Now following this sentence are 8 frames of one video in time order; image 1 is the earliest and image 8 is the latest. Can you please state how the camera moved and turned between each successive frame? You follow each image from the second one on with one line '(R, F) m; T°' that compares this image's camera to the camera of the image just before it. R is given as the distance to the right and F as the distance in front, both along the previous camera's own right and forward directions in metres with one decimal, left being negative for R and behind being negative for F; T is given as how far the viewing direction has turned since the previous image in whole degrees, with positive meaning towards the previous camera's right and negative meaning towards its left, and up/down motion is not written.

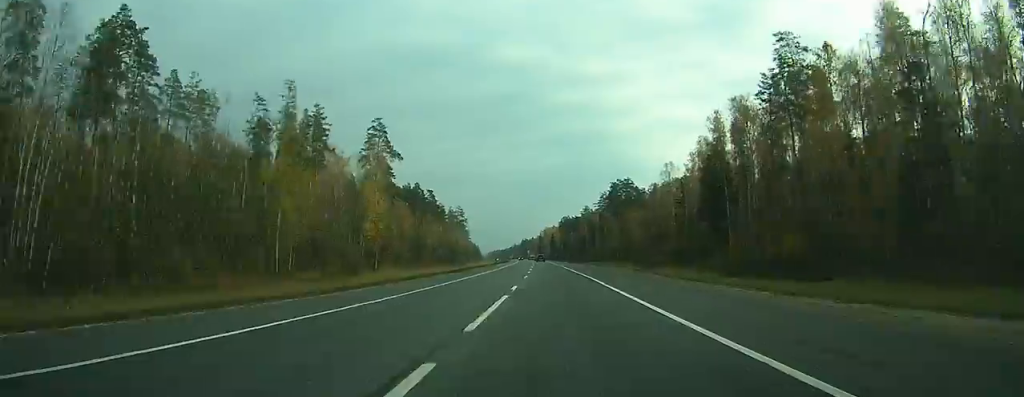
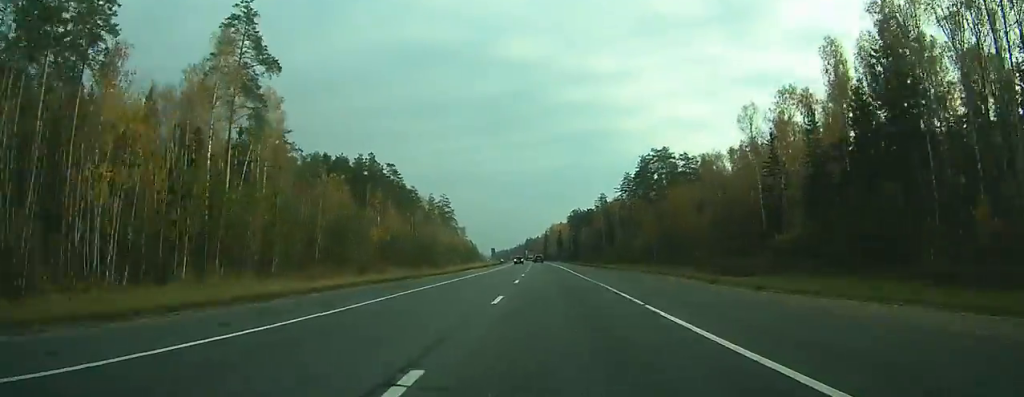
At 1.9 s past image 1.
(-0.2, +56.9) m; -1°
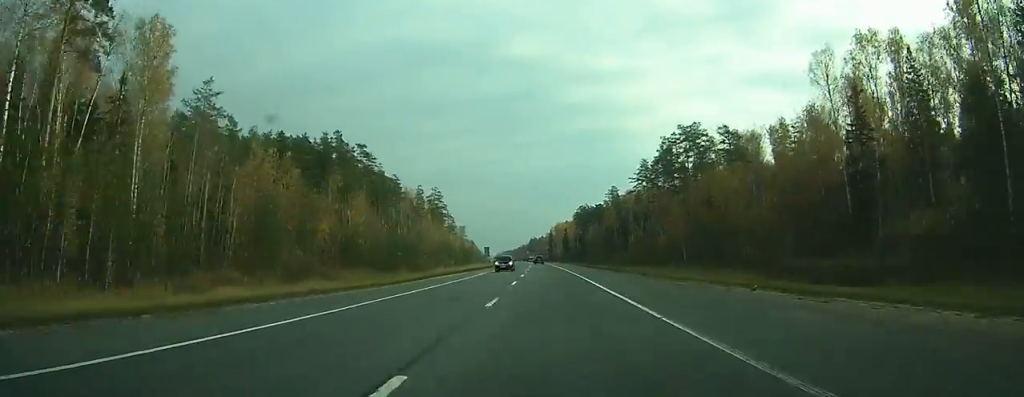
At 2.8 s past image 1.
(-0.1, +26.2) m; 0°
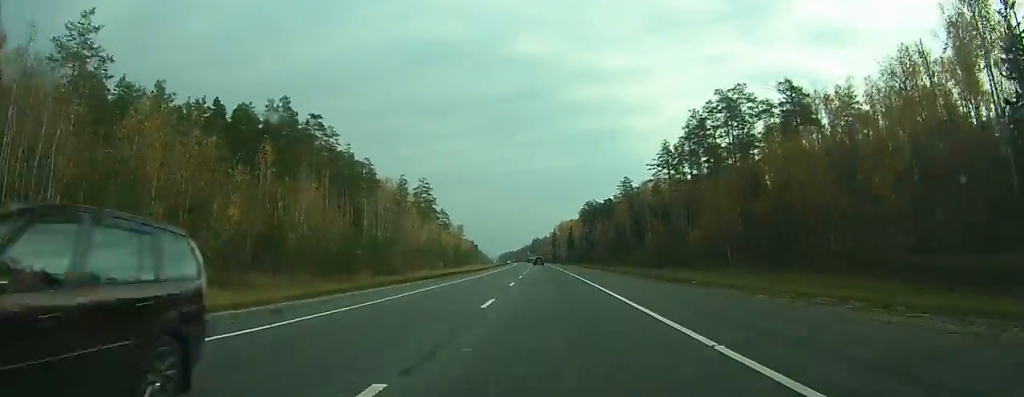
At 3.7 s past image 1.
(-0.2, +26.8) m; -1°
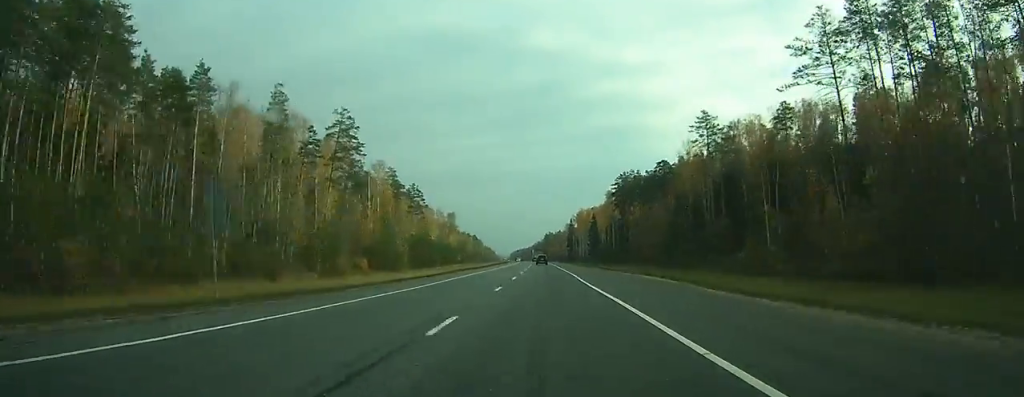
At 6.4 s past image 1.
(-1.0, +85.9) m; -2°
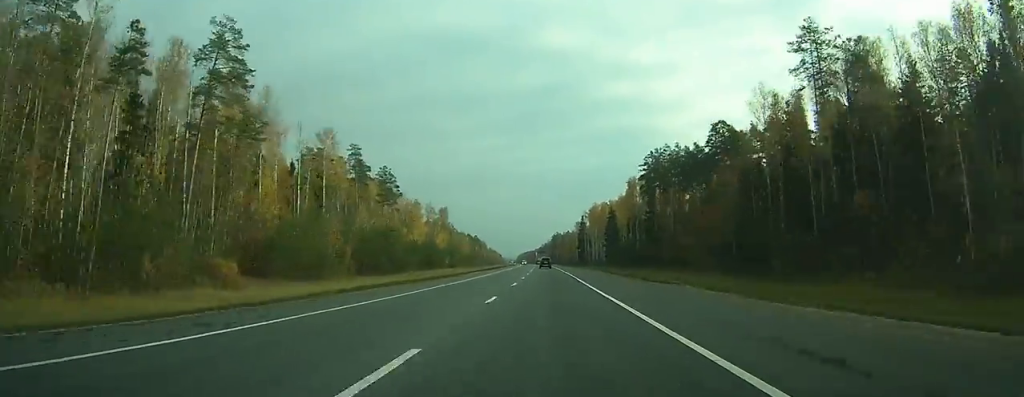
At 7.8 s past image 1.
(-0.4, +41.9) m; -1°
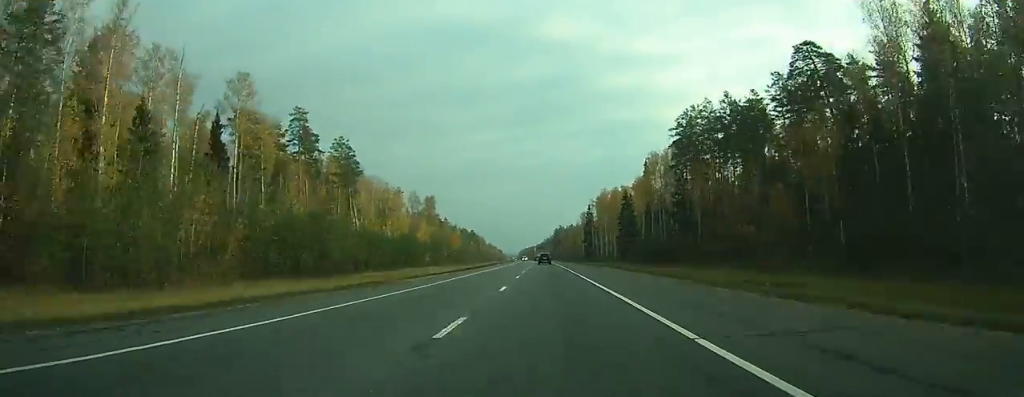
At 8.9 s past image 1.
(-0.2, +33.7) m; -1°
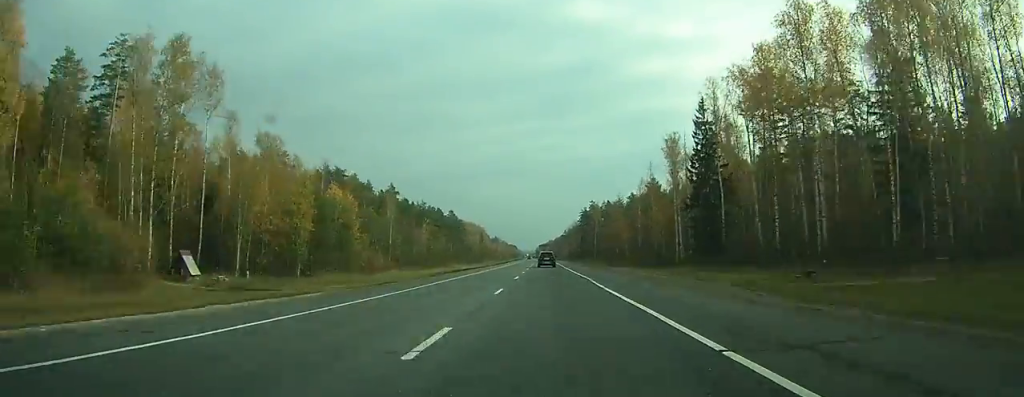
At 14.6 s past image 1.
(-2.6, +151.1) m; -2°
